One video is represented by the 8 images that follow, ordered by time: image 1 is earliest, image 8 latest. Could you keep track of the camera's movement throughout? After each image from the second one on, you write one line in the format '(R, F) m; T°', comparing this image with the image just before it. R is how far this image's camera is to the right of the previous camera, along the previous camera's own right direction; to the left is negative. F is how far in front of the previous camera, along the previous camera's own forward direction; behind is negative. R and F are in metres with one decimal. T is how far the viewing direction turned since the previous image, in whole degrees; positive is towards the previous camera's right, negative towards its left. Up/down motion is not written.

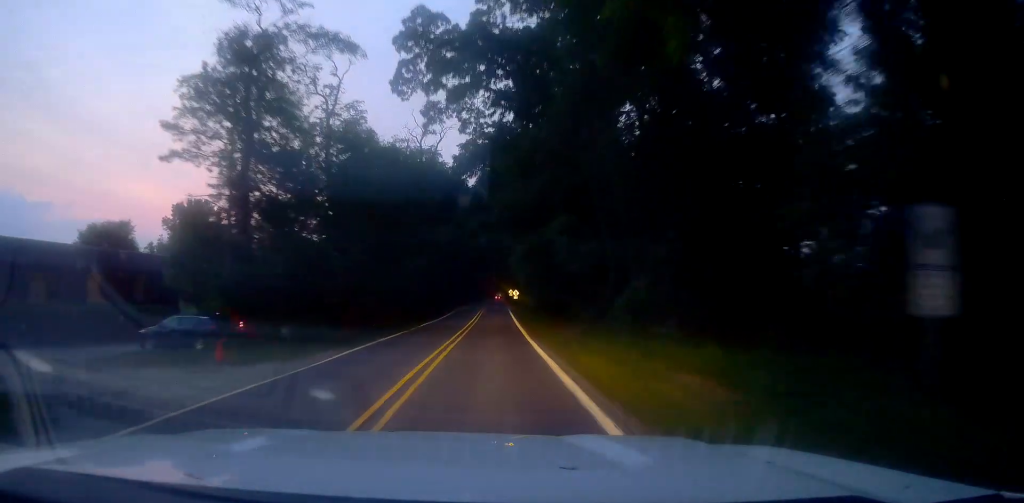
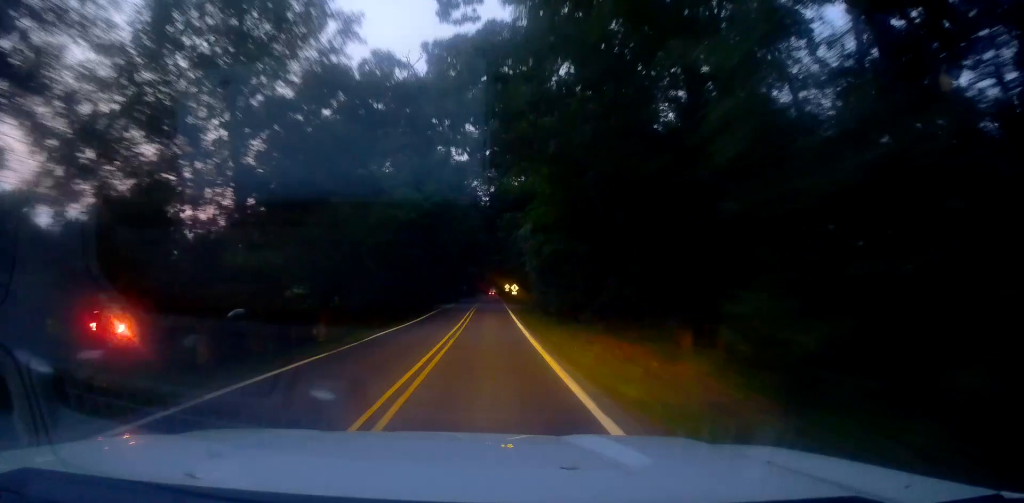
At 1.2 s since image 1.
(0.0, +15.1) m; -2°
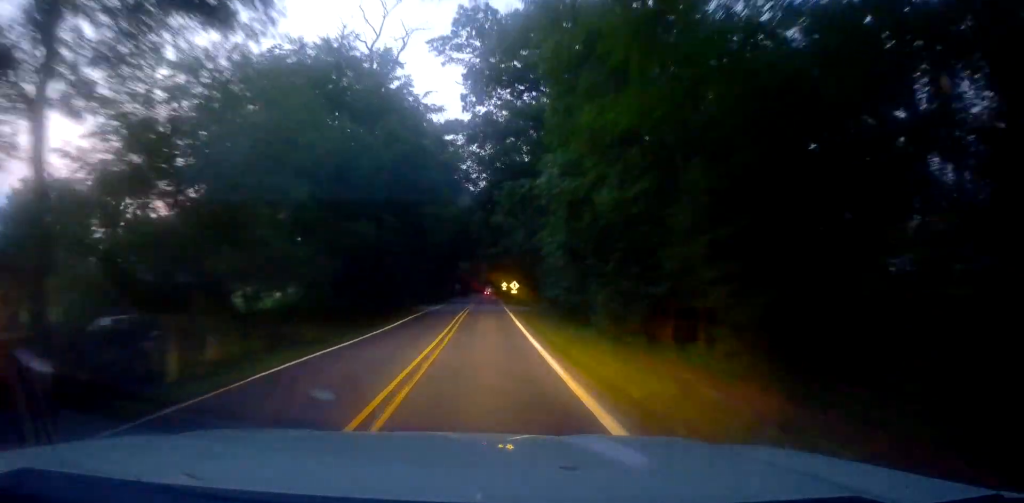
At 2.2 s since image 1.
(-0.2, +11.9) m; -1°
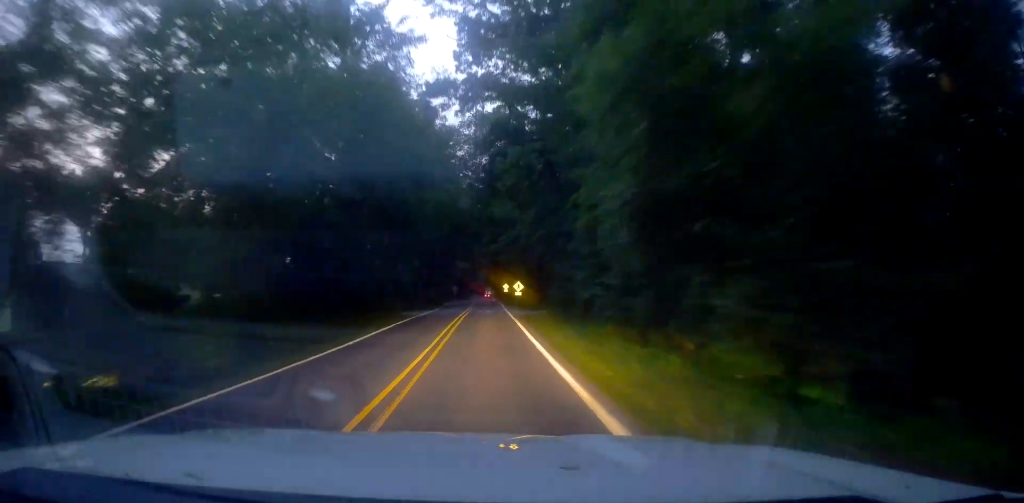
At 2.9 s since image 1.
(0.0, +8.2) m; 0°
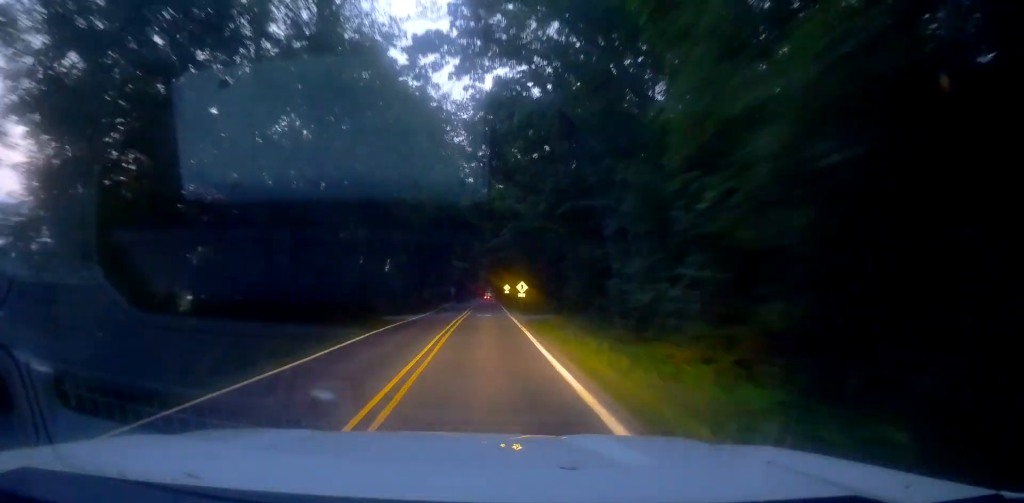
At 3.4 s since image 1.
(0.0, +6.2) m; 0°
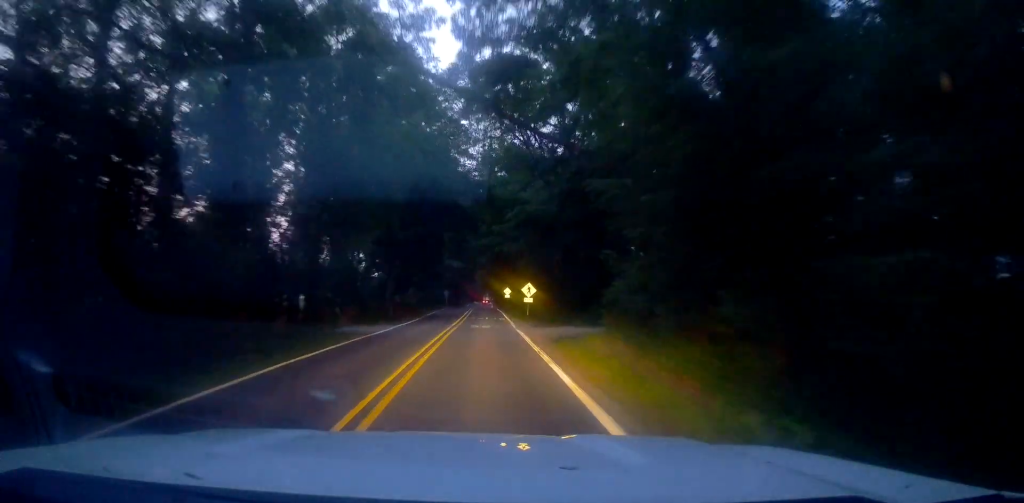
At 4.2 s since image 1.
(0.0, +10.3) m; 0°
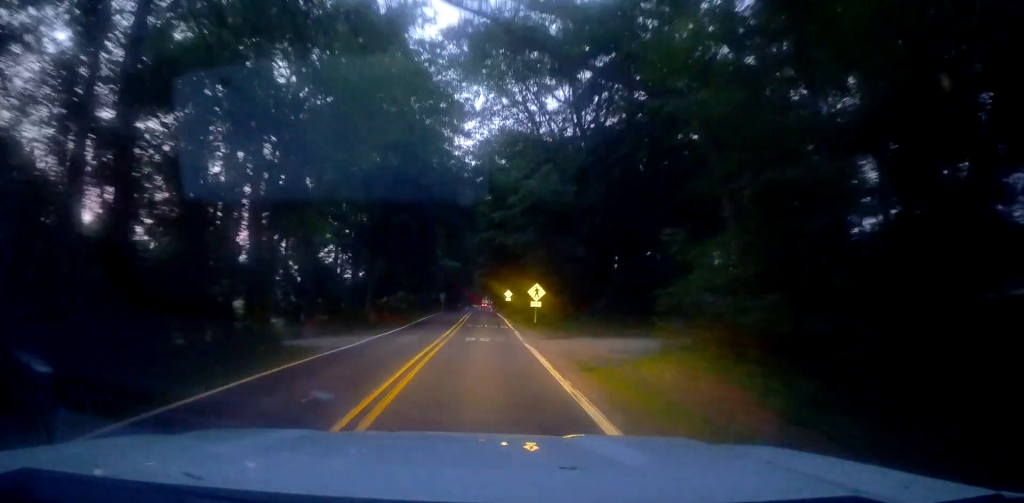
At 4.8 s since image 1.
(0.0, +7.0) m; 0°
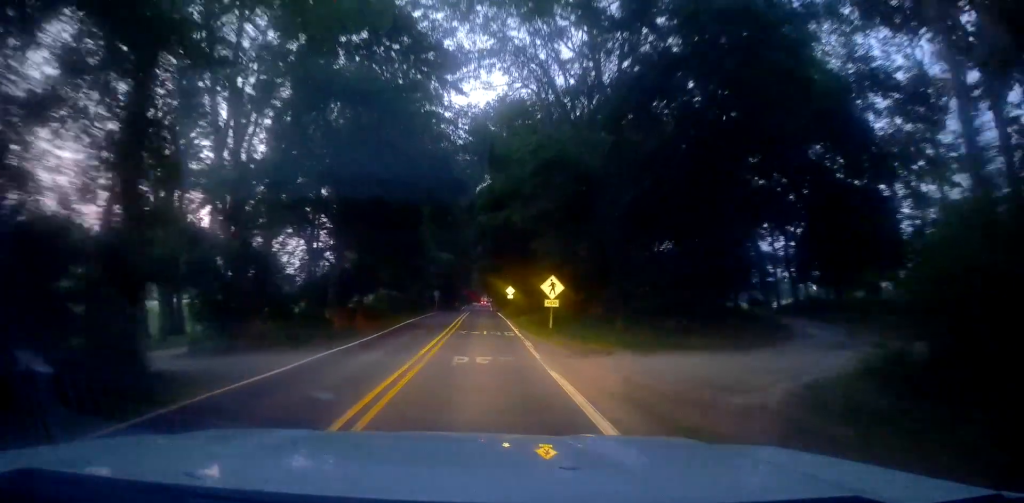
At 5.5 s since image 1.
(0.0, +8.5) m; +2°
